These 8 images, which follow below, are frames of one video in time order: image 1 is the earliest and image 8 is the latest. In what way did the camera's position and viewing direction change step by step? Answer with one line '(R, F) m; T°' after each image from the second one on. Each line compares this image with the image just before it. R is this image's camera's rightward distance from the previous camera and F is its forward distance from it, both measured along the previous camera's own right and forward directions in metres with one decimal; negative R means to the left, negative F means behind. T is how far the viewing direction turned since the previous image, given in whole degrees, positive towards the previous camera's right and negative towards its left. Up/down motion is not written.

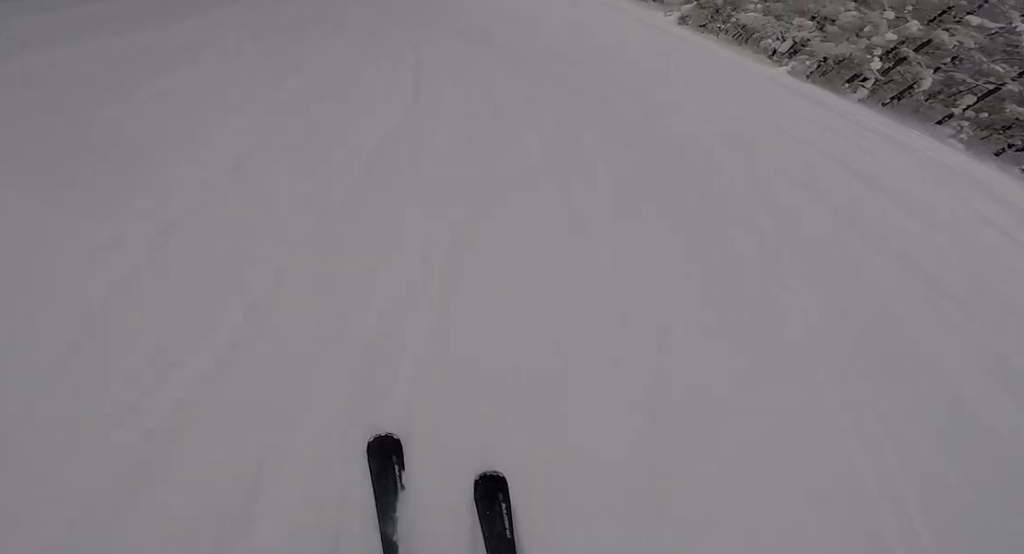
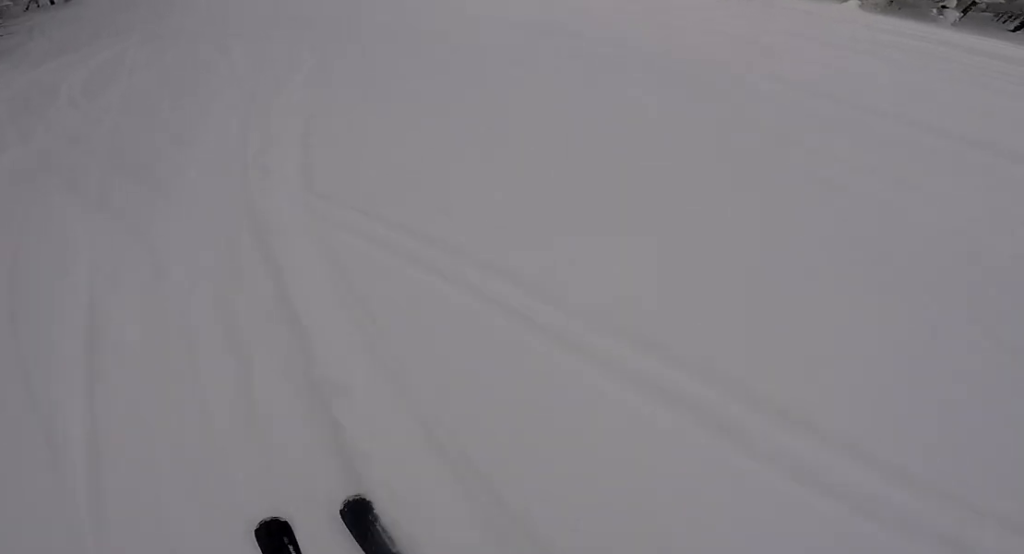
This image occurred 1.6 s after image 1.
(-2.0, +12.7) m; -17°
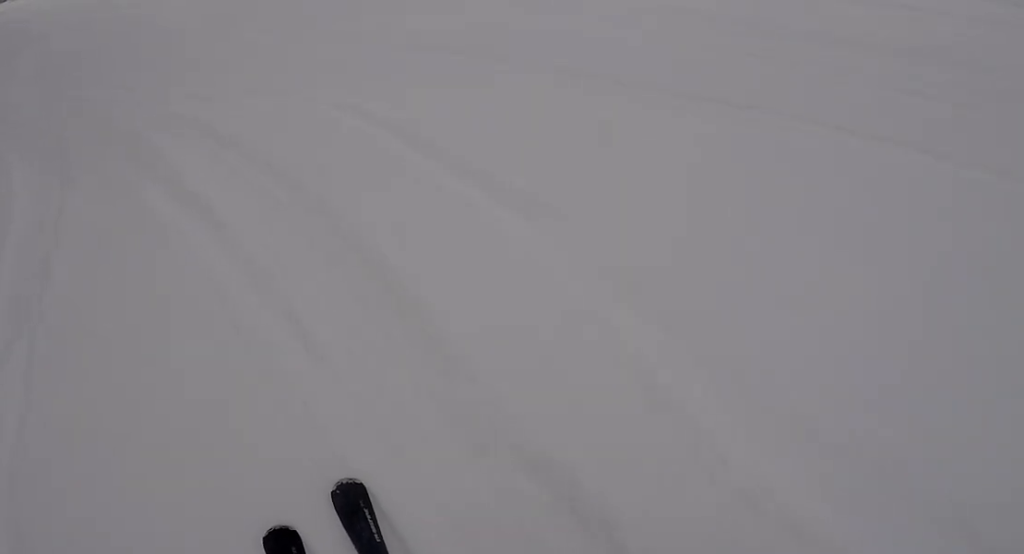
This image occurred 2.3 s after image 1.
(-0.6, +6.4) m; +5°
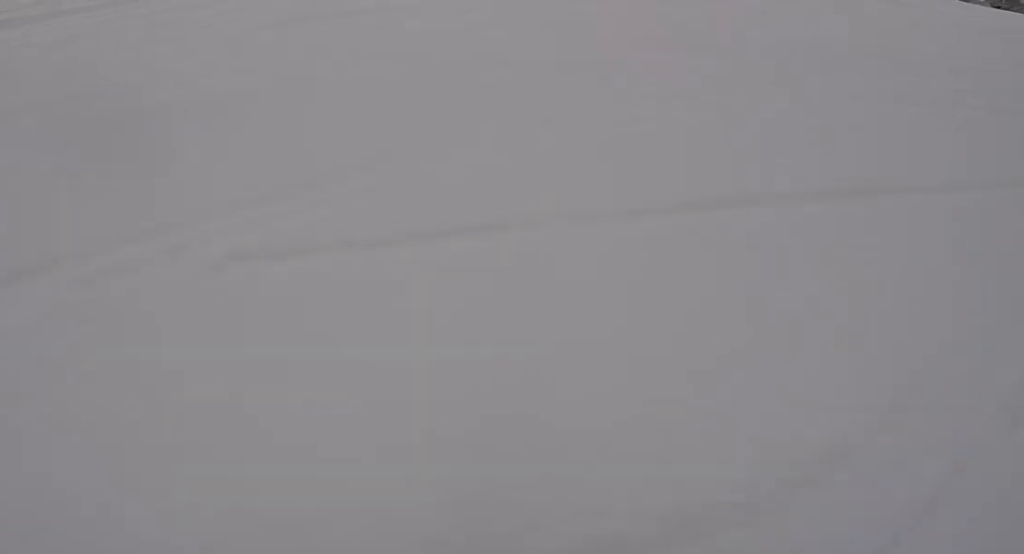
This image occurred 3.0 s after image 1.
(+0.9, +6.0) m; +12°
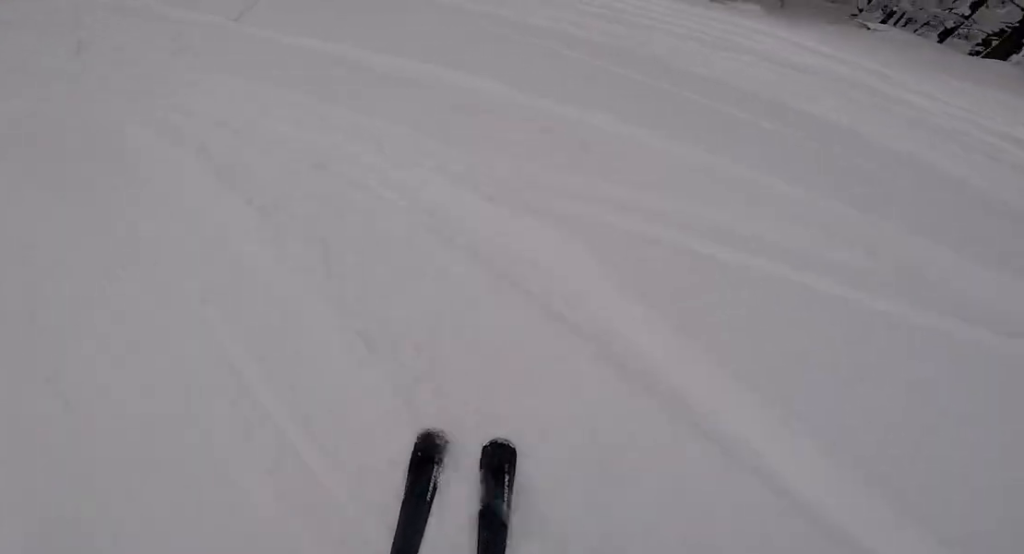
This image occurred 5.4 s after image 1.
(+4.9, +19.5) m; +29°
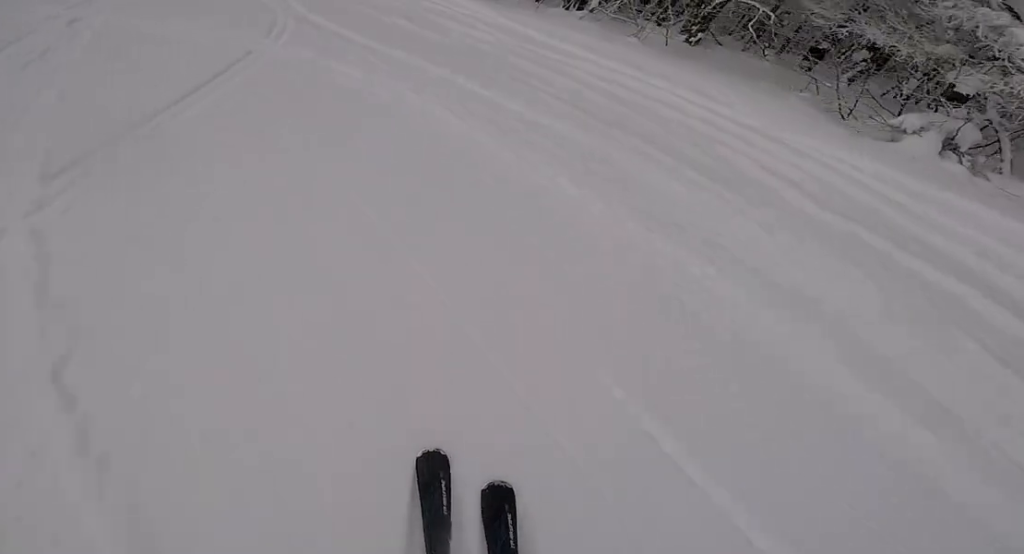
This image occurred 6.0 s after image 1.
(+0.9, +4.9) m; 0°
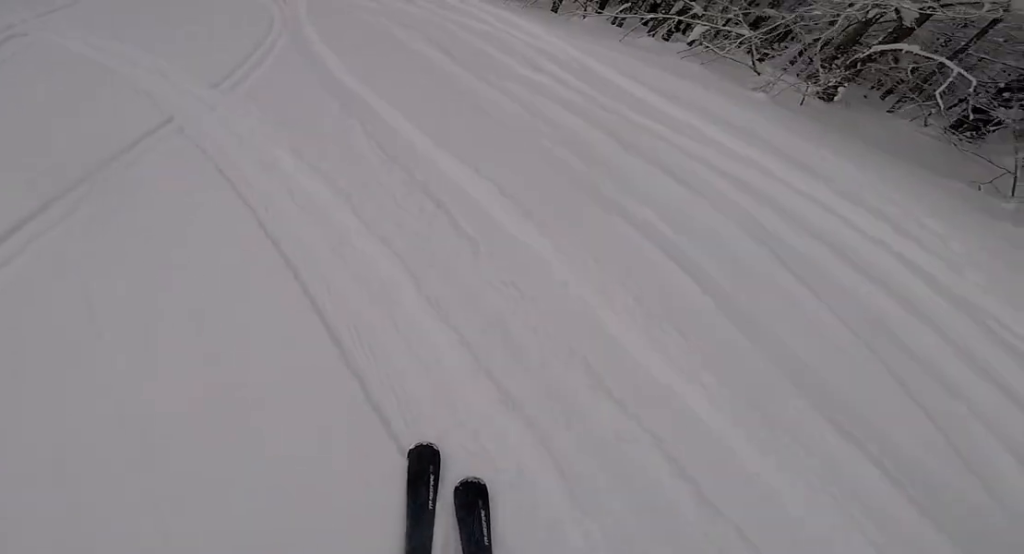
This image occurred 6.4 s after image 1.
(+0.6, +3.2) m; -1°
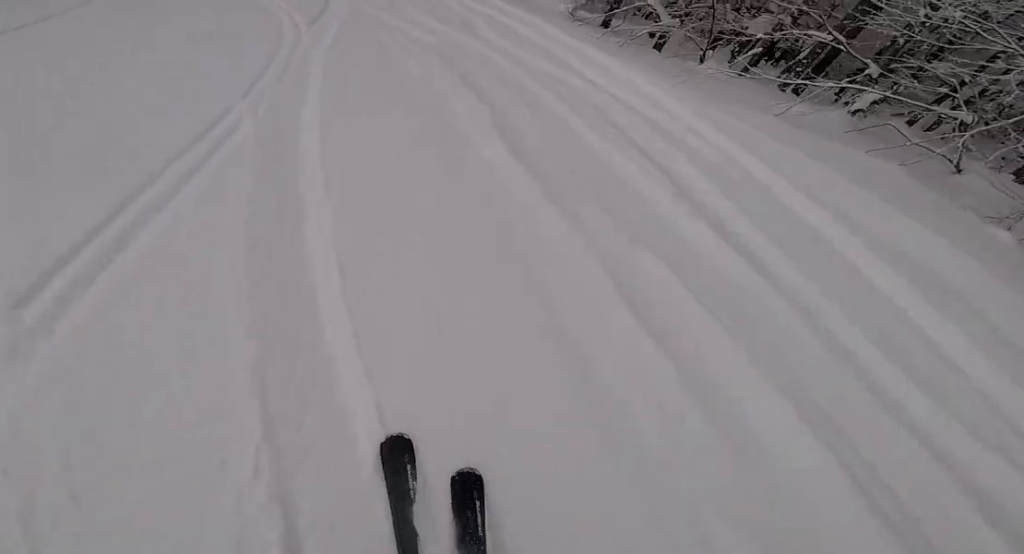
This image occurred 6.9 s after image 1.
(-0.7, +3.1) m; -16°
